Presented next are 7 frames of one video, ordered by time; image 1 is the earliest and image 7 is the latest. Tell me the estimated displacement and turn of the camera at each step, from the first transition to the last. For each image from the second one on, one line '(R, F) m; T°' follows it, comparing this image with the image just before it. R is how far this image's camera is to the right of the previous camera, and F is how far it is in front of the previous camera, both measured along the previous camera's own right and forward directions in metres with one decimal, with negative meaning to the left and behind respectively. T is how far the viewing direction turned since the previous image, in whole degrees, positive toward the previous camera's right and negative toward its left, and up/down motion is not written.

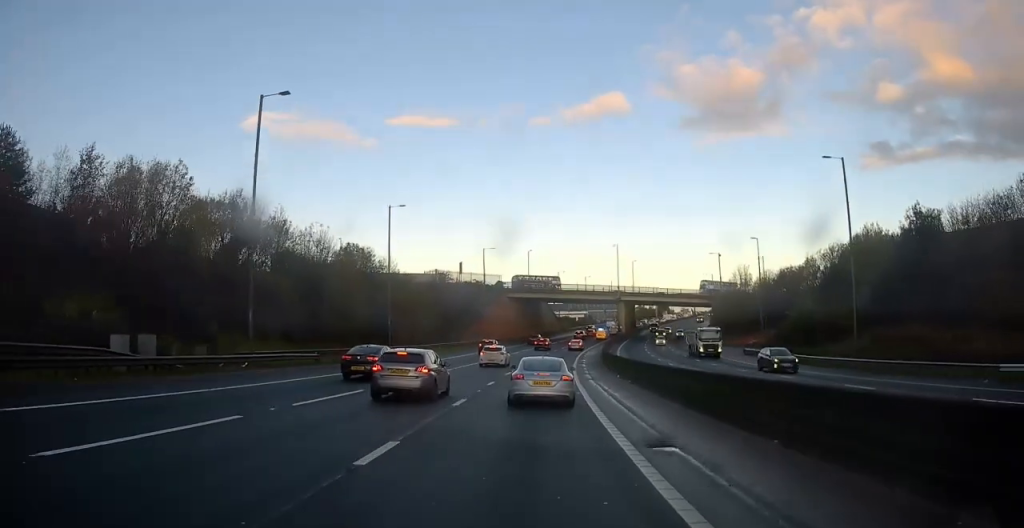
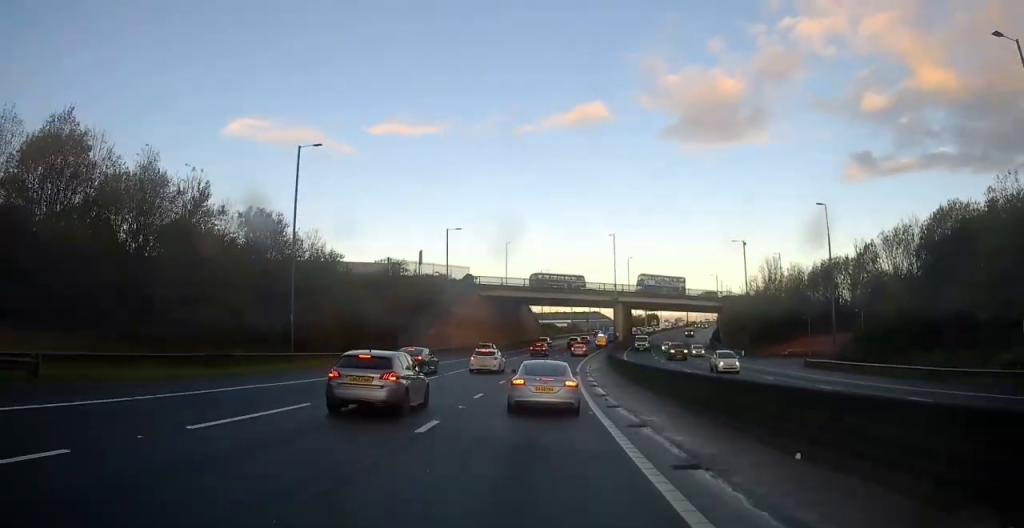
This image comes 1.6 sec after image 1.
(+0.6, +24.0) m; +2°
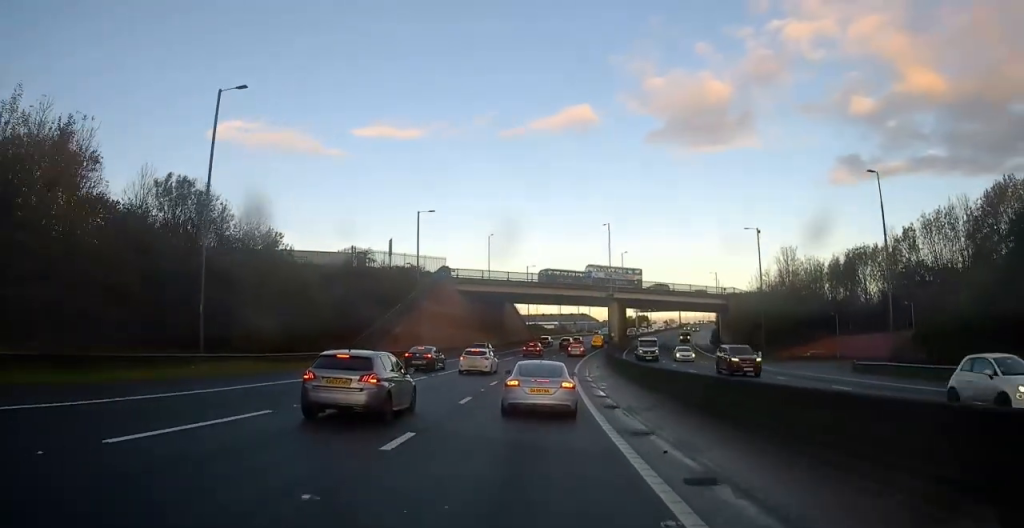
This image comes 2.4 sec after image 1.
(0.0, +11.7) m; 0°
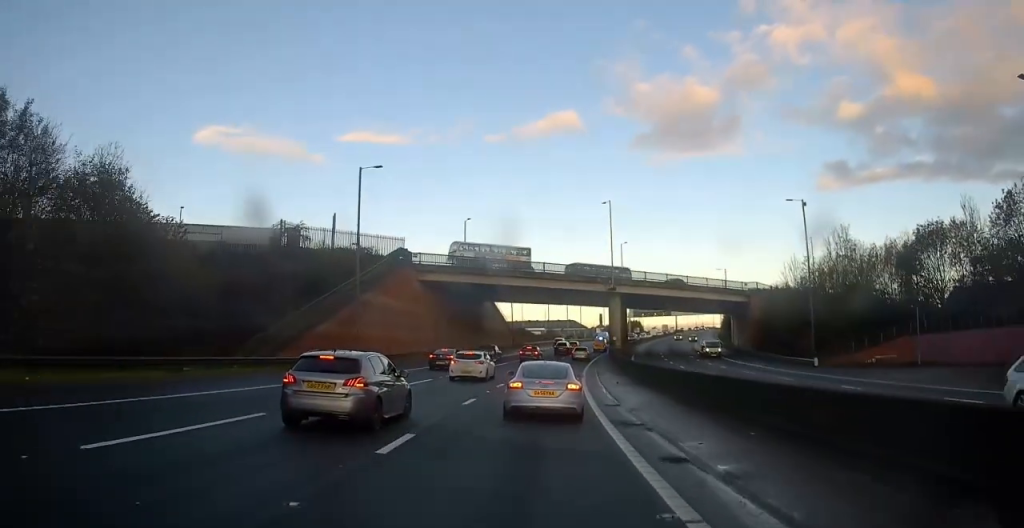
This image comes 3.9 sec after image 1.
(+0.4, +18.3) m; +3°
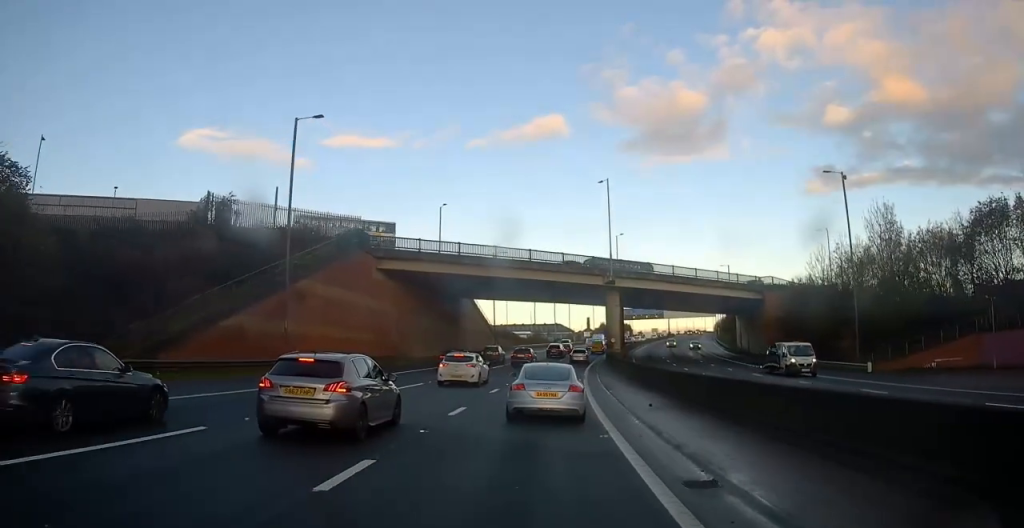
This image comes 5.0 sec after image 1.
(+0.2, +11.7) m; +1°
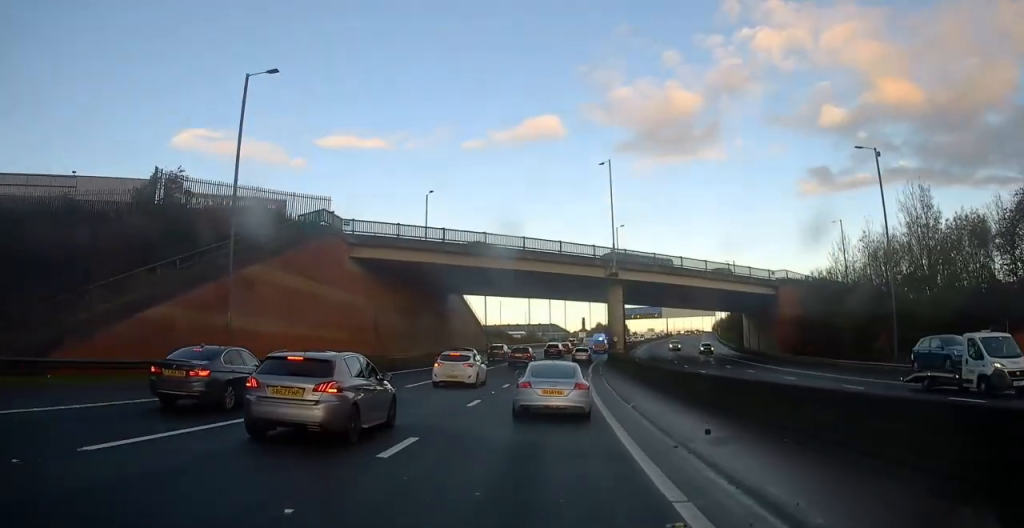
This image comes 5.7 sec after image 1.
(0.0, +6.7) m; 0°
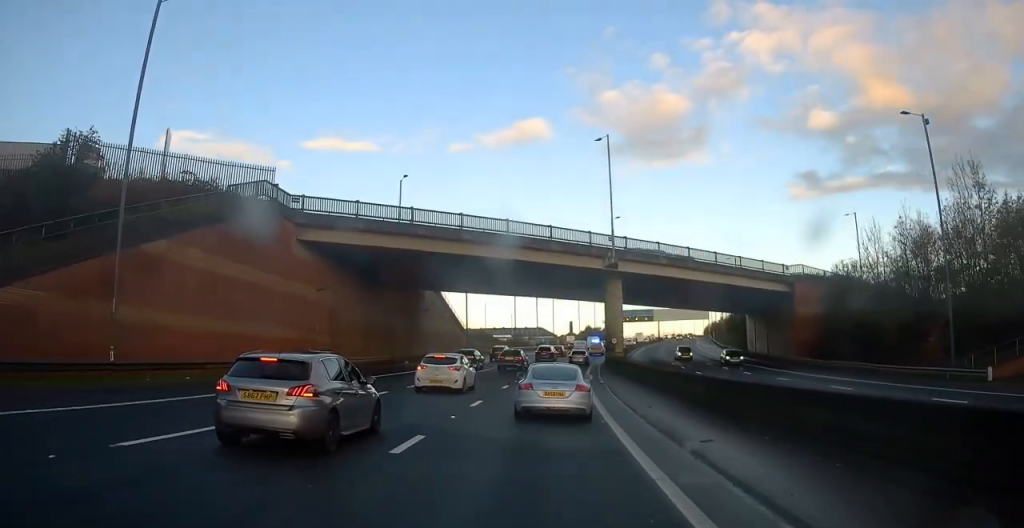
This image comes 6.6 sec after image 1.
(+0.1, +8.4) m; 0°
